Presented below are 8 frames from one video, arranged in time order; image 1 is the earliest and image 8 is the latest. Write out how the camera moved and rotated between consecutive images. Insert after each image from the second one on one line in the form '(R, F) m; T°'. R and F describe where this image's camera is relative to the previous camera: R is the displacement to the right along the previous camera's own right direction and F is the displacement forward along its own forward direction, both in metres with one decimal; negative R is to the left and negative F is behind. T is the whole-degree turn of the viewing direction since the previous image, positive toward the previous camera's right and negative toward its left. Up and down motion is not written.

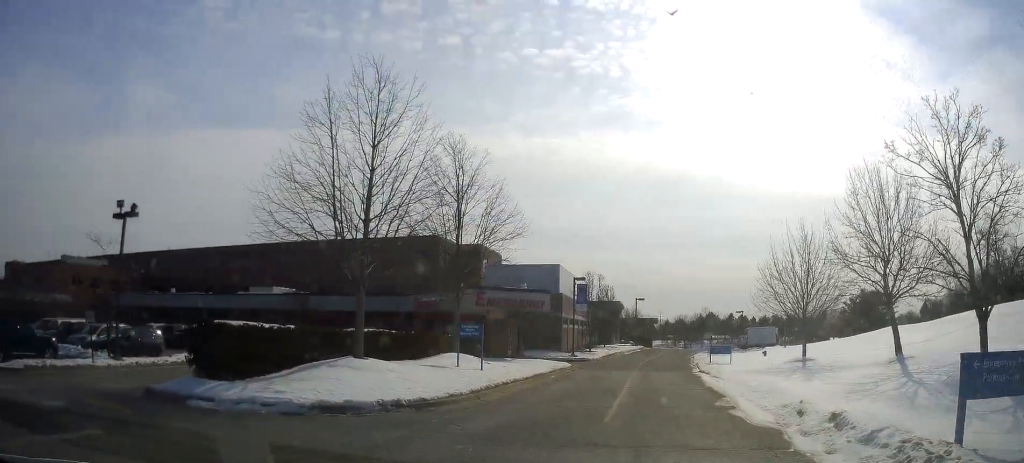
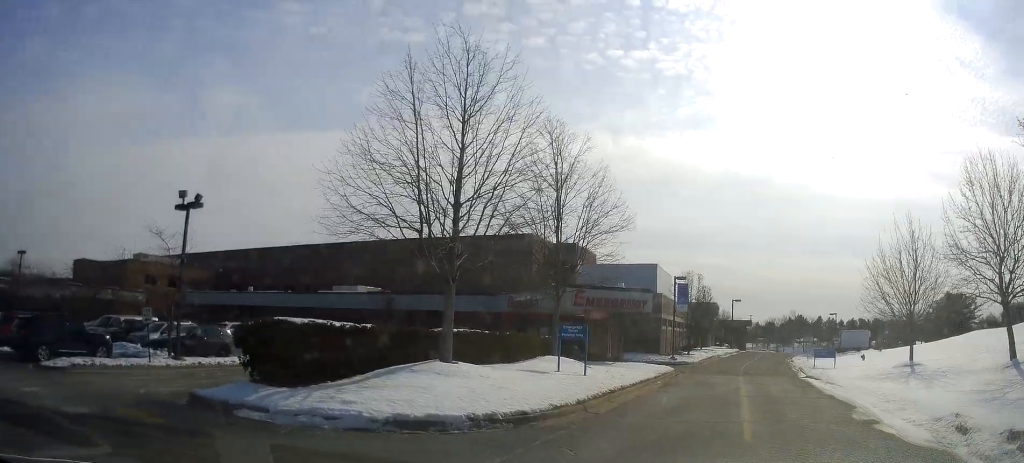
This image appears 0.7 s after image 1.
(-0.3, +2.1) m; -15°
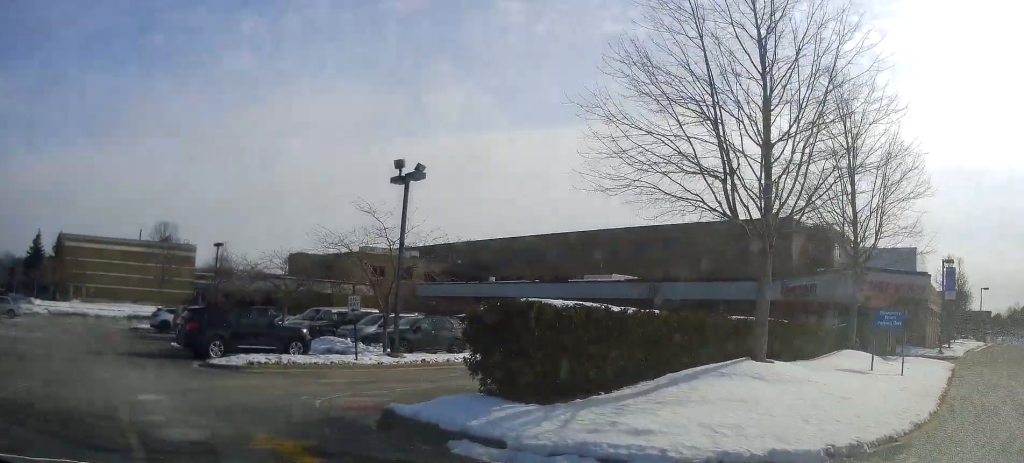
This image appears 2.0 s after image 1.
(-0.9, +3.9) m; -11°
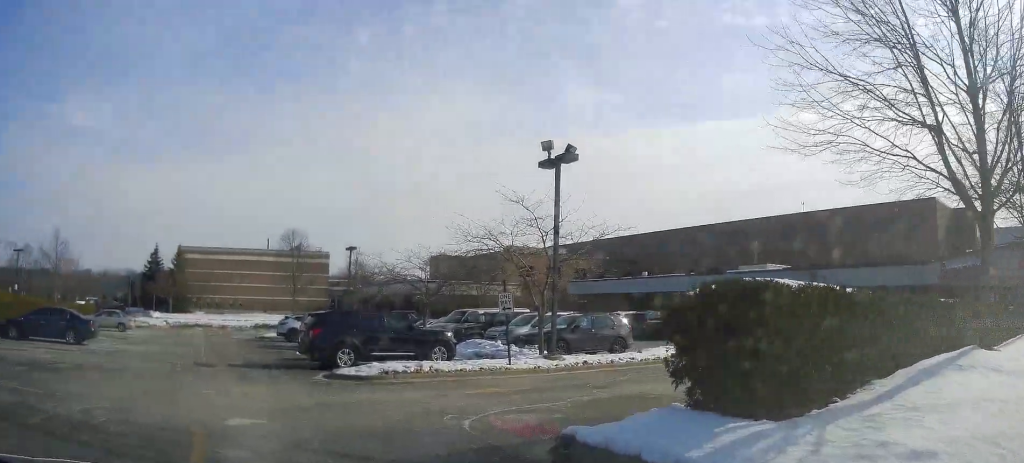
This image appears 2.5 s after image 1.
(0.0, +1.8) m; -3°
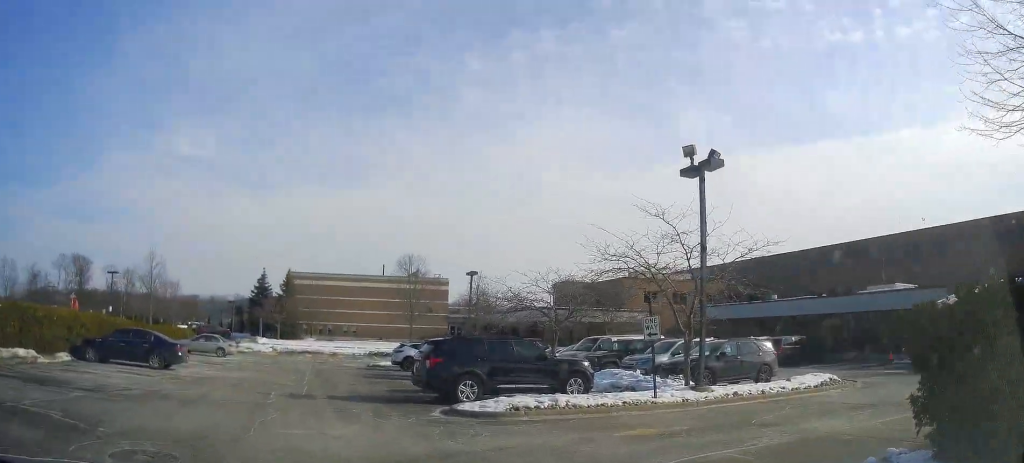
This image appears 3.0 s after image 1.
(+0.2, +1.7) m; -12°
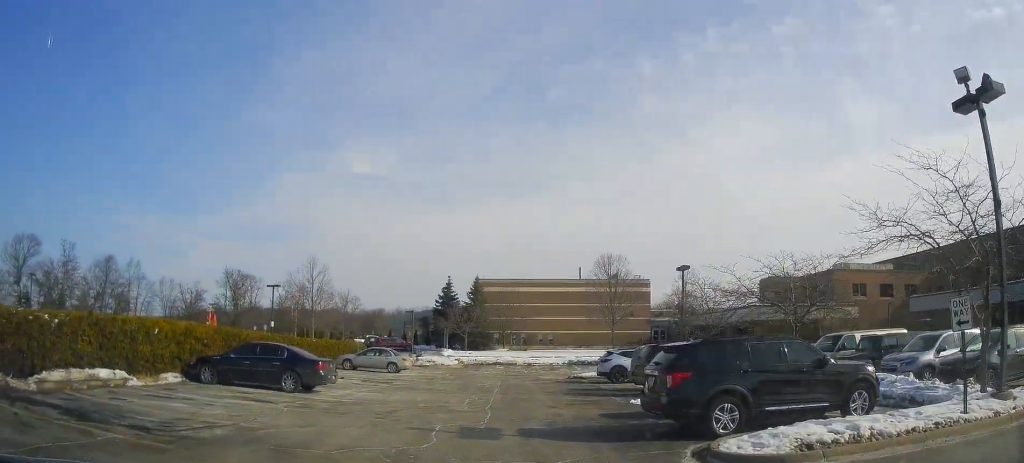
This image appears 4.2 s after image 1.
(-1.3, +3.7) m; -27°
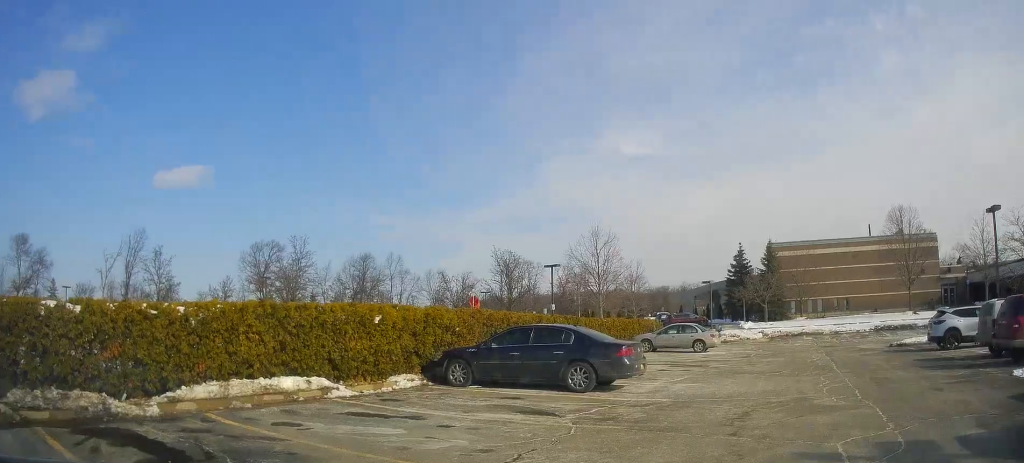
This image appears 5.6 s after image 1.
(-0.5, +5.7) m; -13°
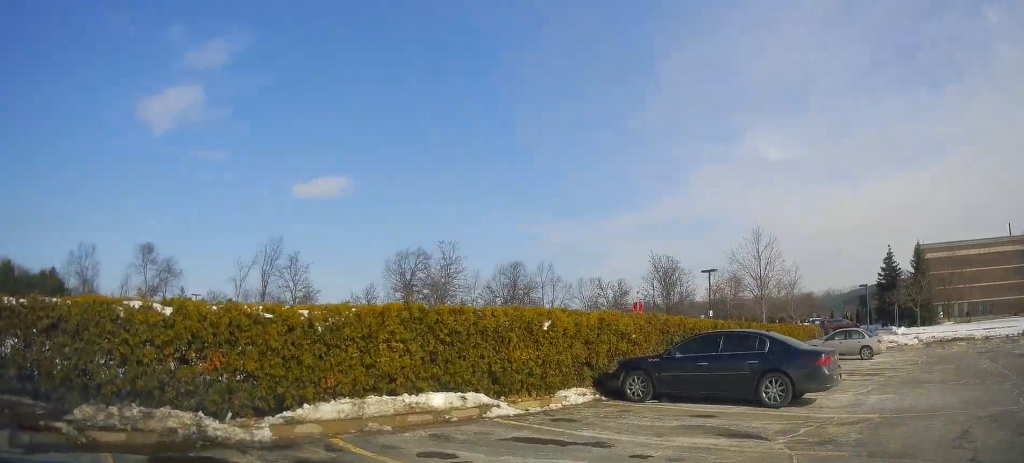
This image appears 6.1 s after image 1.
(-0.2, +2.4) m; -8°
